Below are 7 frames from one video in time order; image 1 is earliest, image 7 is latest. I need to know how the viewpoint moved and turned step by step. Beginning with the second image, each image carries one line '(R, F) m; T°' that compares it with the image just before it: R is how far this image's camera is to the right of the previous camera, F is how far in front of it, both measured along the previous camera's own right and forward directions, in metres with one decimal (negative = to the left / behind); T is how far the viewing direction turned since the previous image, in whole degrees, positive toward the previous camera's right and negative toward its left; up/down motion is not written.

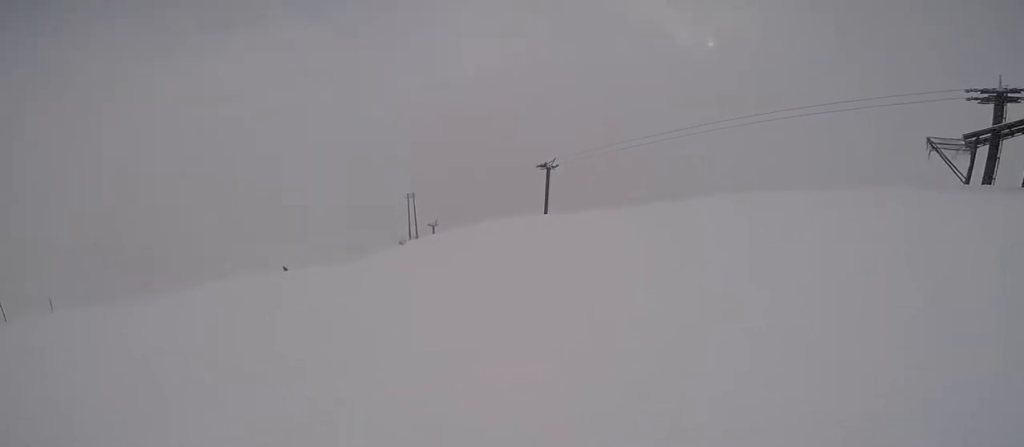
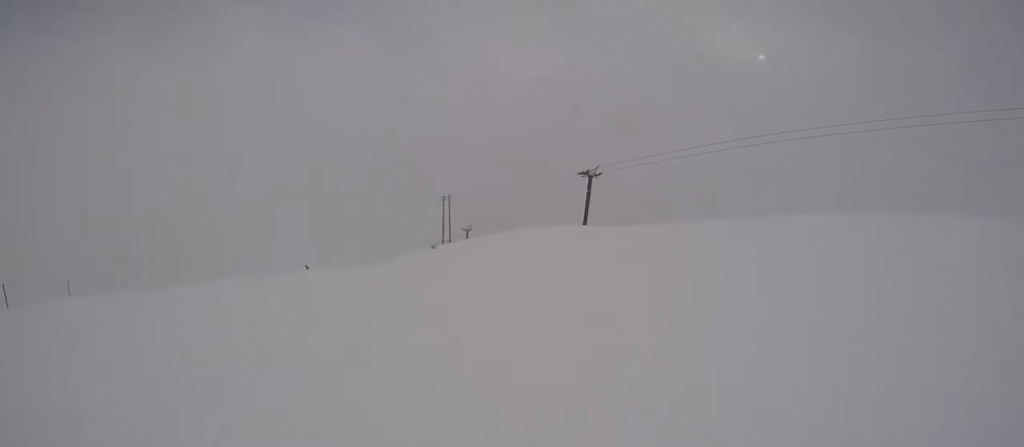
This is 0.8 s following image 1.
(0.0, +3.6) m; -8°
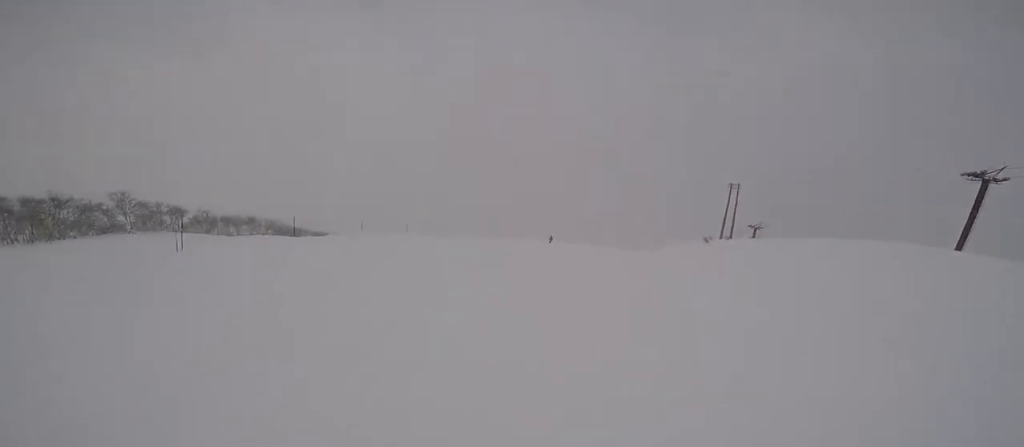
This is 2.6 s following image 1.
(-3.1, +7.3) m; -53°
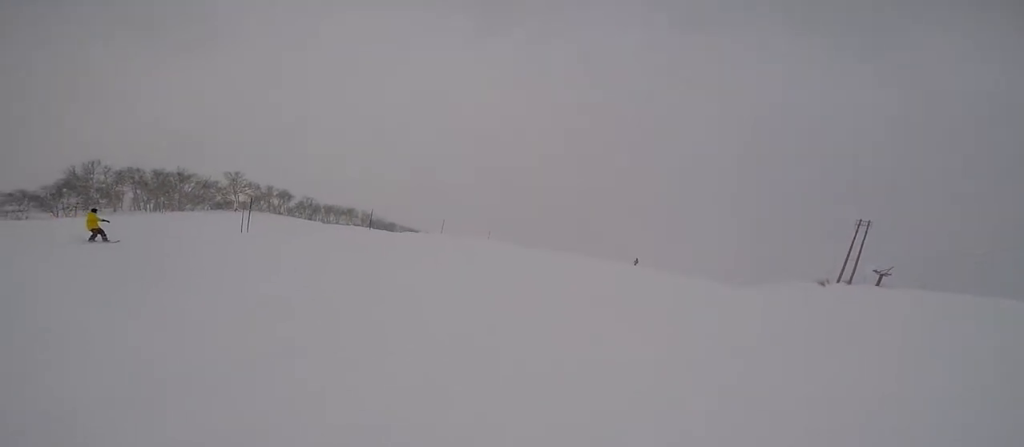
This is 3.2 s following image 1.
(-0.7, +2.7) m; -5°
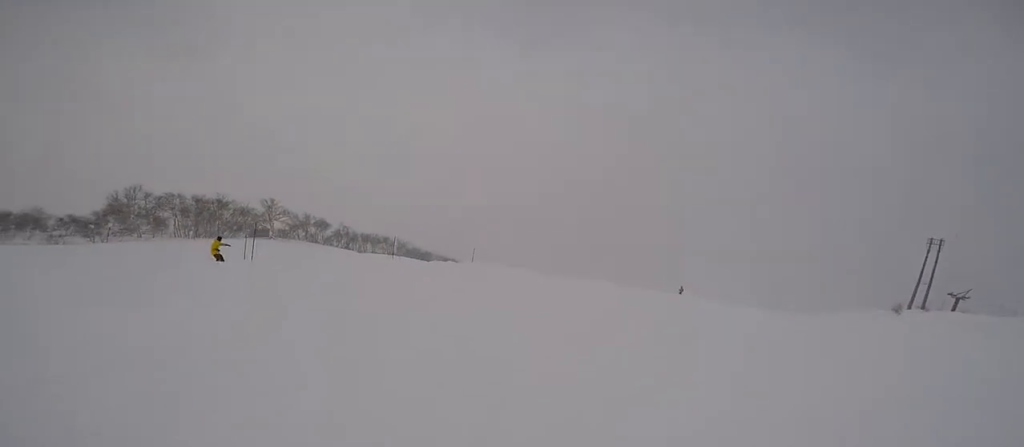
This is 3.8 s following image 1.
(-0.6, +2.5) m; -1°
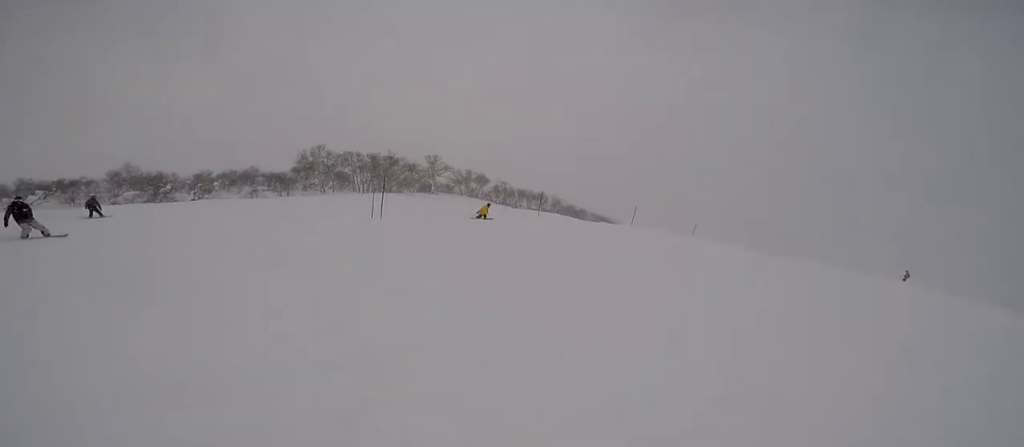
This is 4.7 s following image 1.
(+1.1, +3.8) m; -4°
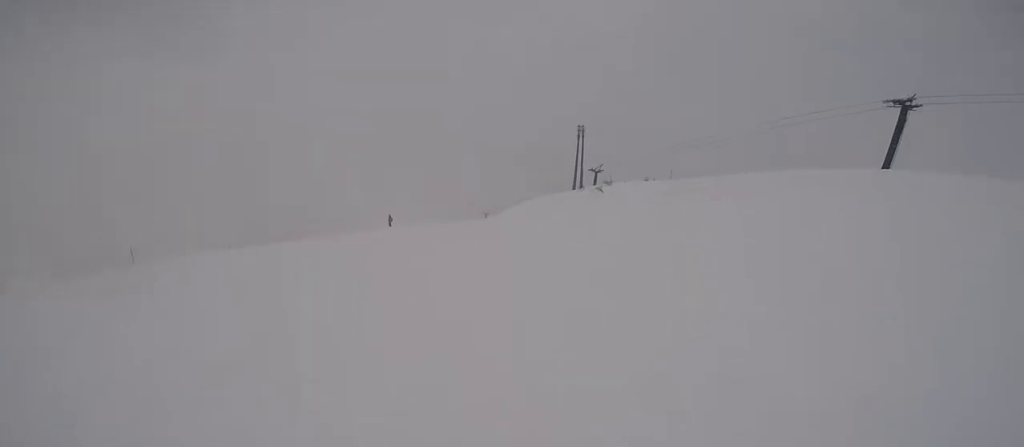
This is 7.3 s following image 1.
(+2.7, +9.7) m; +56°
